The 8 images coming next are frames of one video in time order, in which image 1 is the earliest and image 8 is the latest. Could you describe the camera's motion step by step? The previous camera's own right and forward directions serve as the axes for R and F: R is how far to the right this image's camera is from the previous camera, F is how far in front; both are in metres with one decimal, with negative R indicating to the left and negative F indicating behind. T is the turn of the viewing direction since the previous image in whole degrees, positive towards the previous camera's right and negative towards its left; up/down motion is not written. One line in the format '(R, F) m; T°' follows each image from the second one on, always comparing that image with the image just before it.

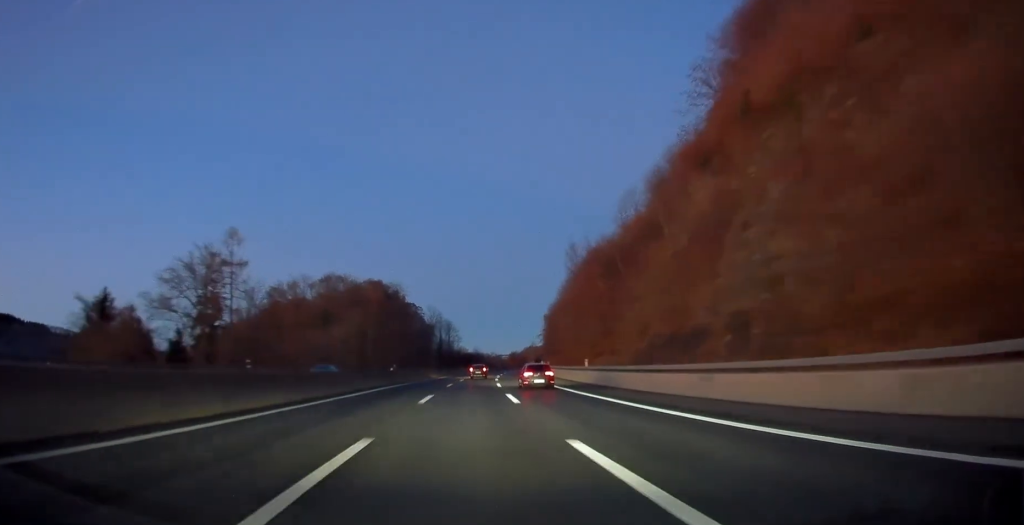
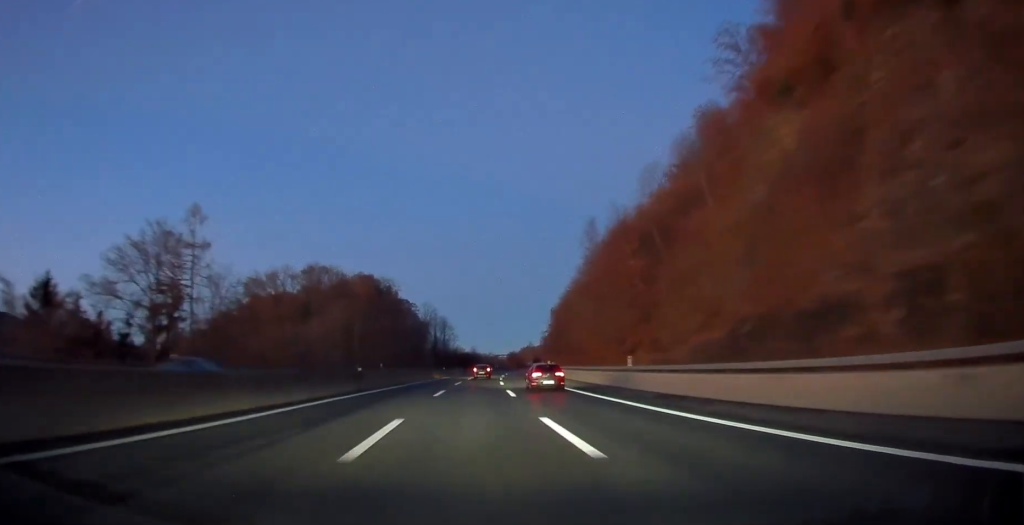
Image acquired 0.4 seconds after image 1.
(+0.1, +13.8) m; +1°
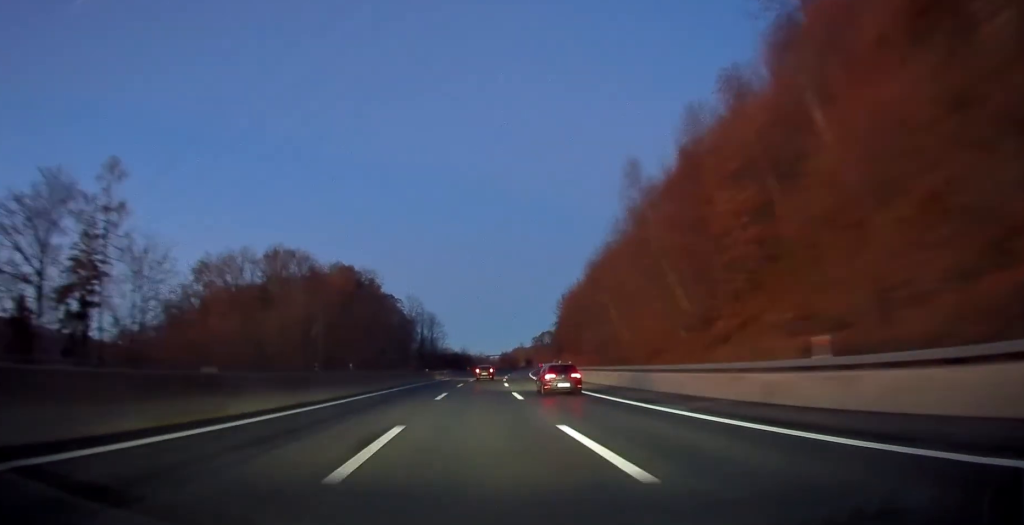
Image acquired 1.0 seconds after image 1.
(+0.1, +19.1) m; 0°
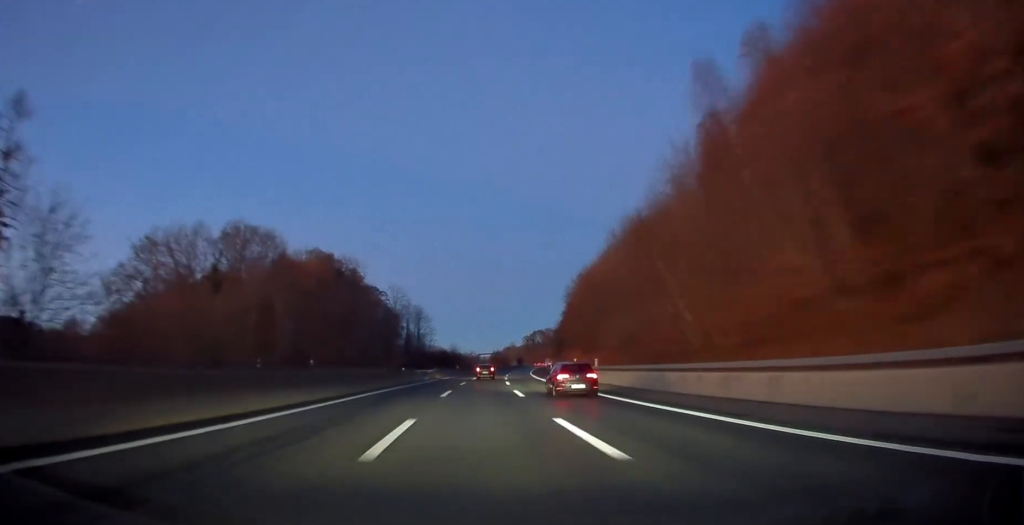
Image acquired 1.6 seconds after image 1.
(0.0, +17.1) m; +1°
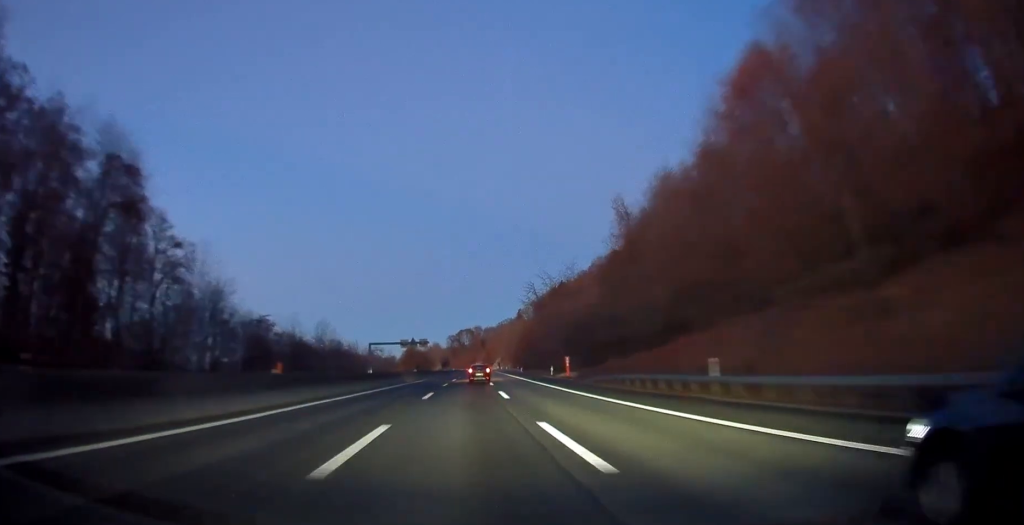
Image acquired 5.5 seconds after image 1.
(+9.1, +125.7) m; +8°
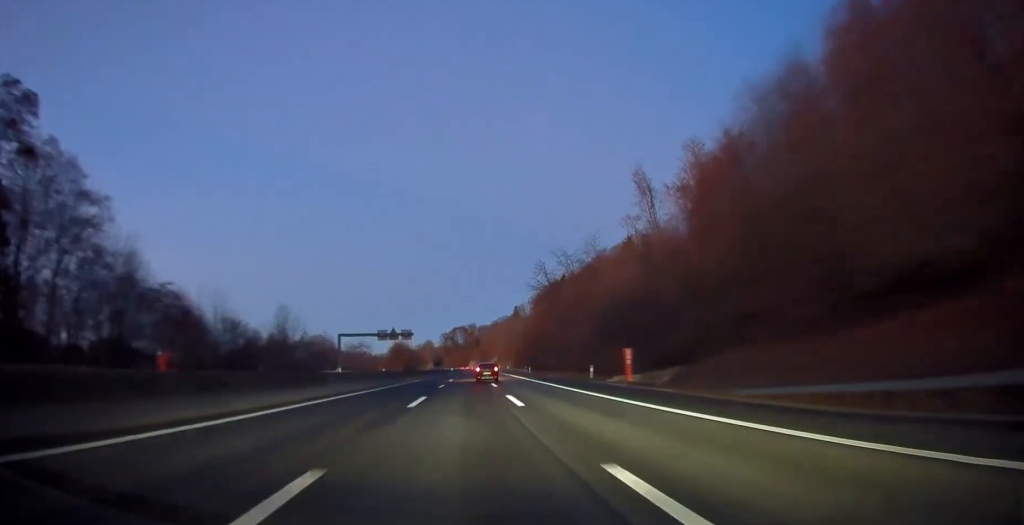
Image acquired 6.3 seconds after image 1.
(+0.2, +24.6) m; +1°
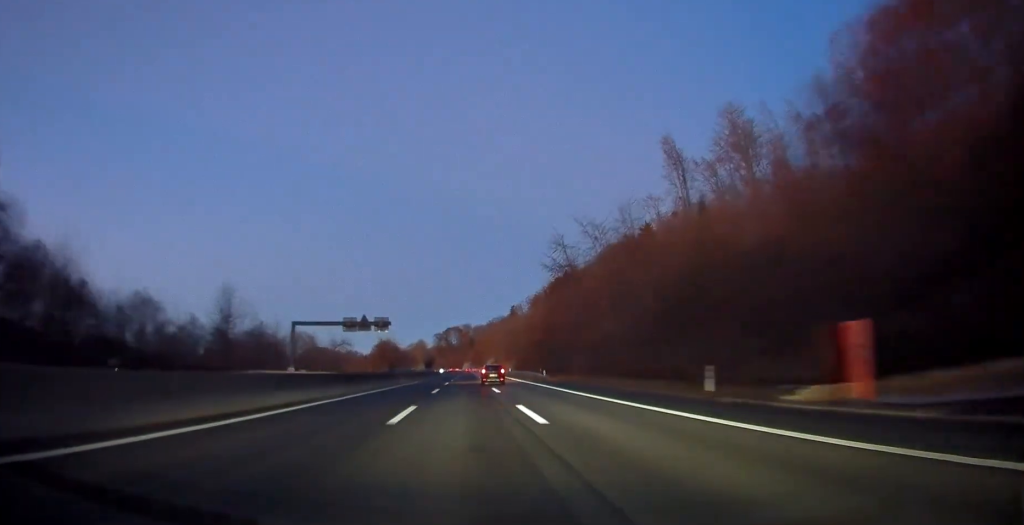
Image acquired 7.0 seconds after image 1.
(+0.2, +22.4) m; +1°
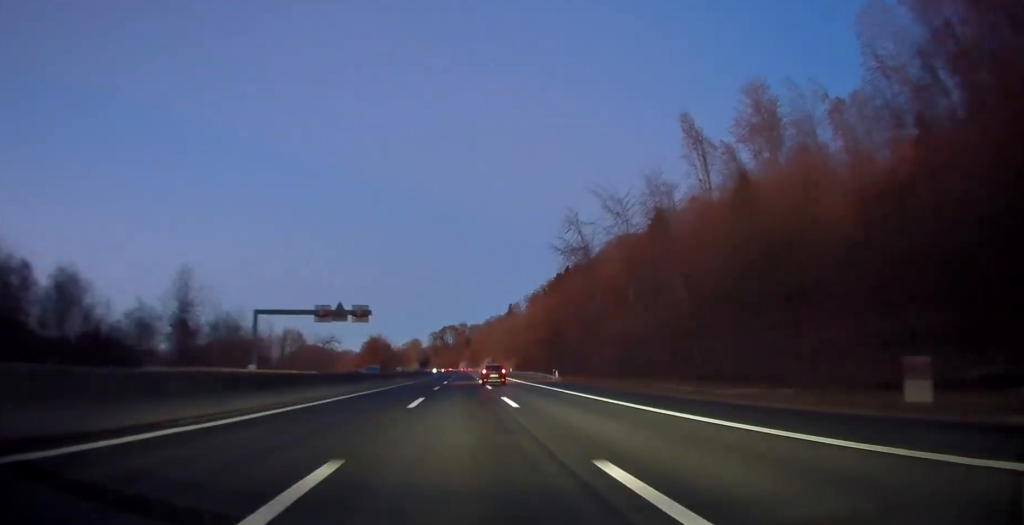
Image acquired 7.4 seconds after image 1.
(0.0, +12.8) m; 0°
